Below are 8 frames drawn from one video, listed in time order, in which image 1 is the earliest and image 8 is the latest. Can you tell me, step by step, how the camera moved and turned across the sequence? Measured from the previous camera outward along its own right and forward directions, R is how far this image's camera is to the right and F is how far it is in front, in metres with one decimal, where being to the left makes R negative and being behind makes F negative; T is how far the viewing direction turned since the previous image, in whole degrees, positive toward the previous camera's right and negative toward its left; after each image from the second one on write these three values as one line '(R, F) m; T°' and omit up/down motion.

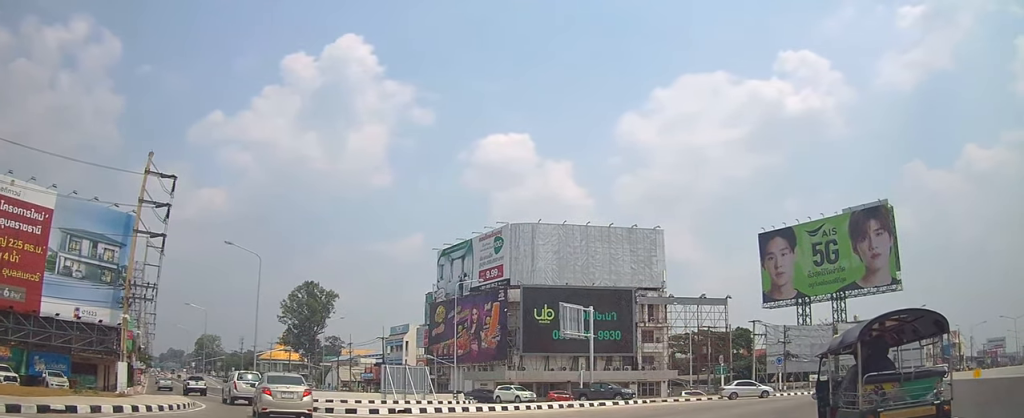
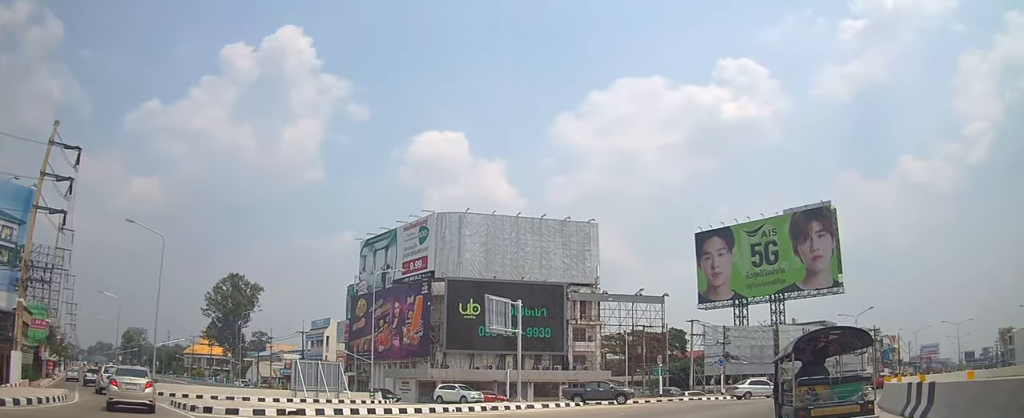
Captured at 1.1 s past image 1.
(0.0, +3.0) m; +3°
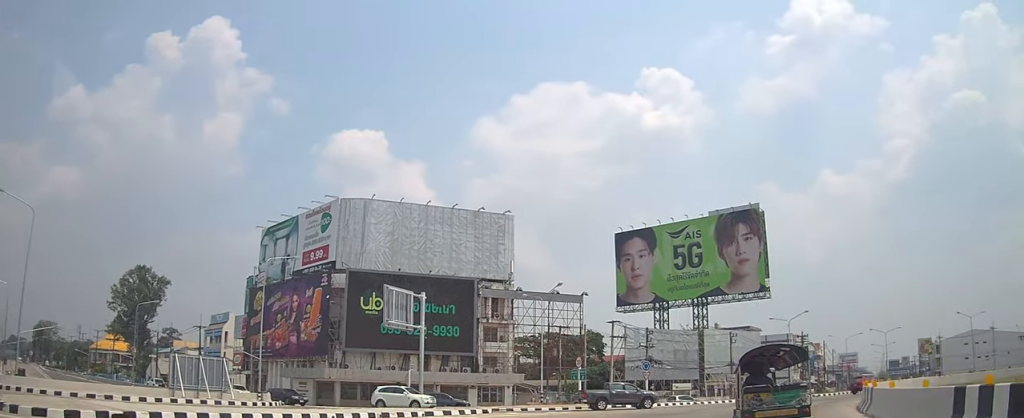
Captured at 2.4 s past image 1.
(+0.2, +4.3) m; +9°
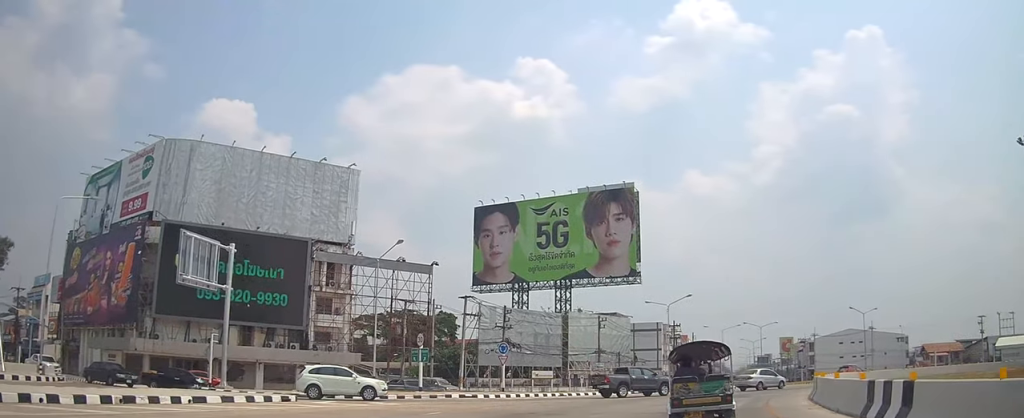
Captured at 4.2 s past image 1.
(+1.7, +6.6) m; +29°
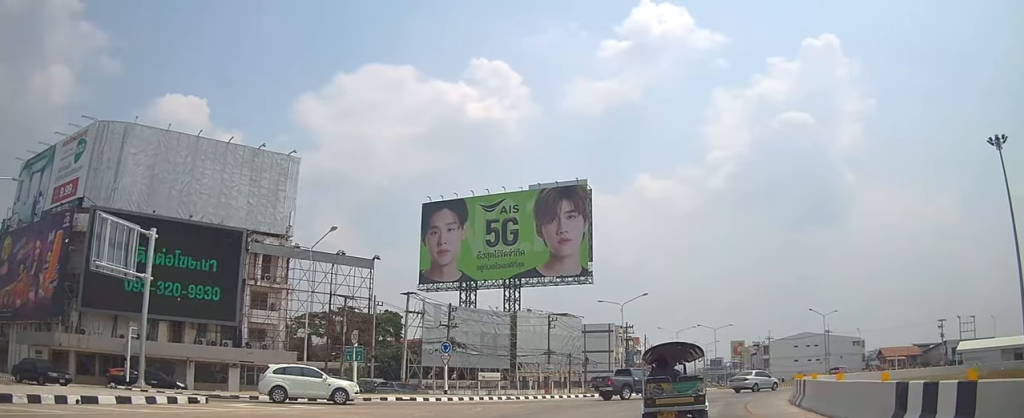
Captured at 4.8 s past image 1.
(+0.1, +2.5) m; -1°
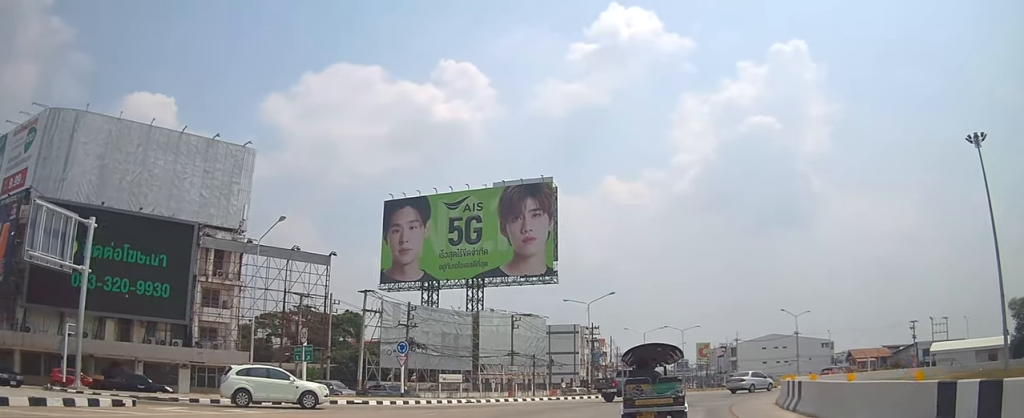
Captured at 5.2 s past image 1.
(+0.1, +1.8) m; 0°
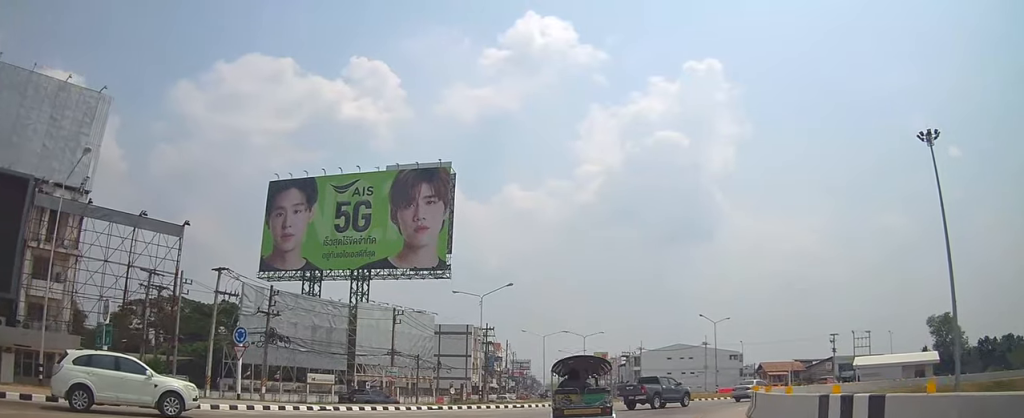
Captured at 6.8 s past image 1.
(+0.6, +7.4) m; +20°
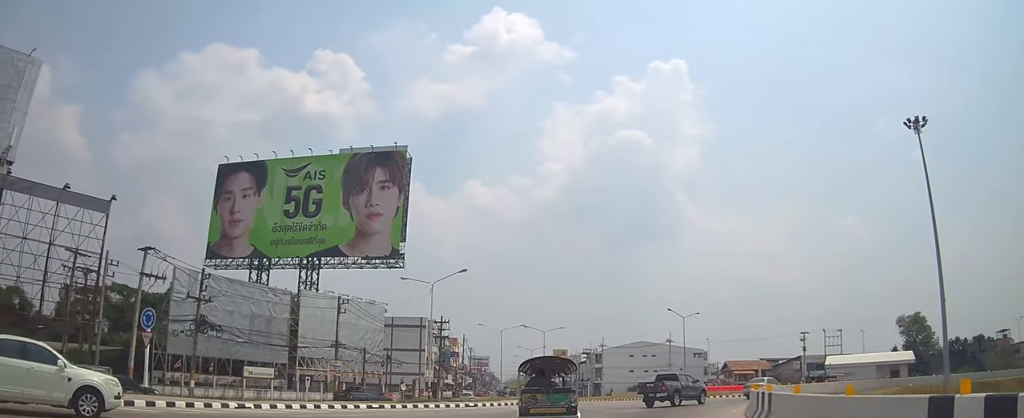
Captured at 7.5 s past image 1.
(+0.6, +4.0) m; +7°
